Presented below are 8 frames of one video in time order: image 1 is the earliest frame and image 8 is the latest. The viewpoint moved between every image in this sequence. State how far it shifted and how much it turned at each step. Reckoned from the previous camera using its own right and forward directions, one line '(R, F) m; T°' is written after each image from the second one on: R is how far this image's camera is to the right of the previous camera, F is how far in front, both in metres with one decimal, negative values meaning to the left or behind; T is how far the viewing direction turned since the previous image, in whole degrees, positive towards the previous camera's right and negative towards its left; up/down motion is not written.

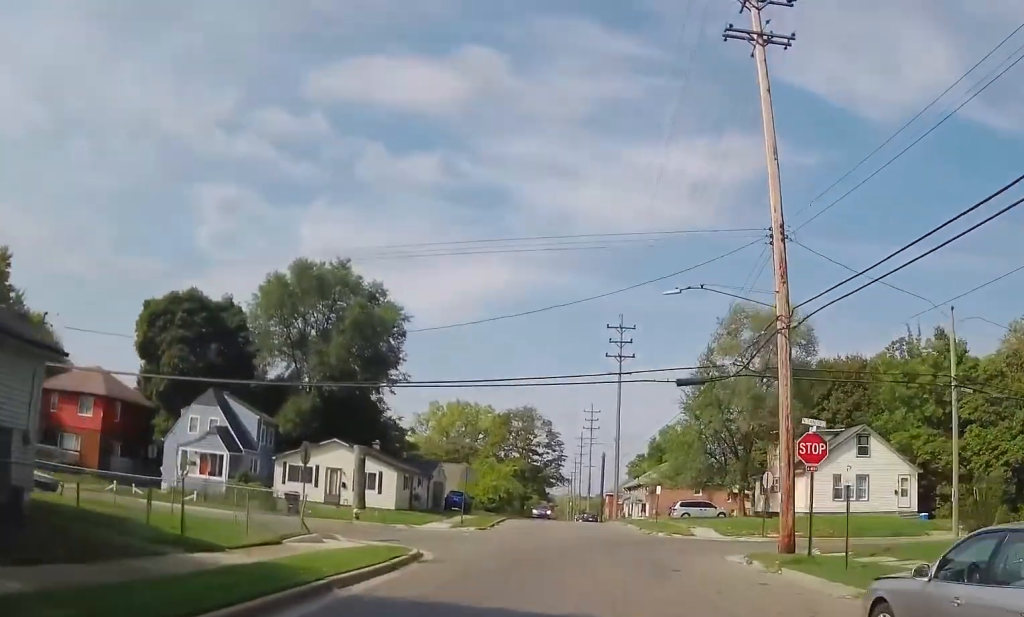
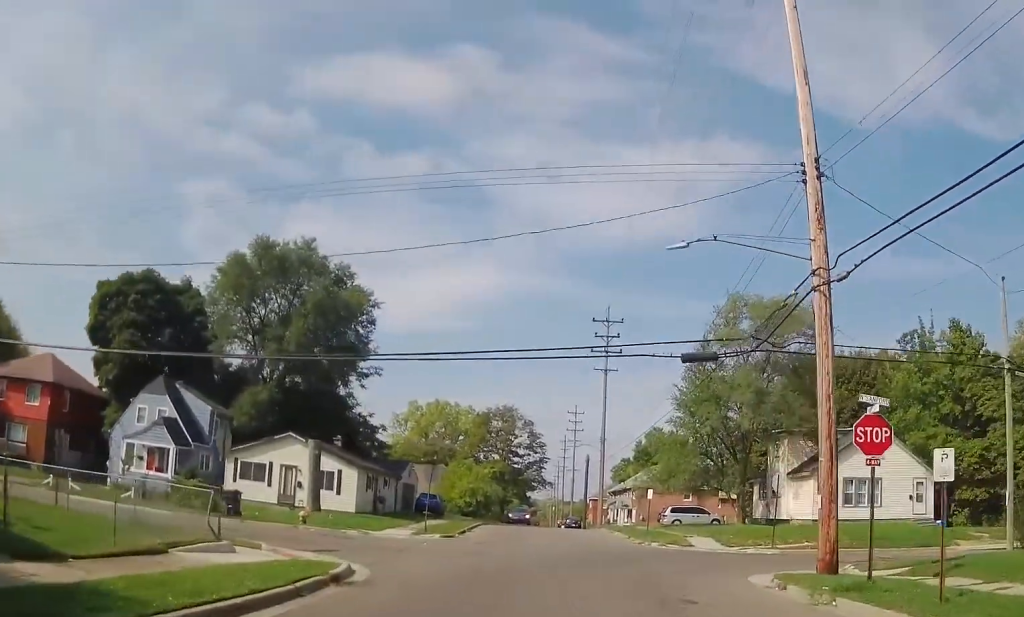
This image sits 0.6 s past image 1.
(0.0, +4.6) m; 0°
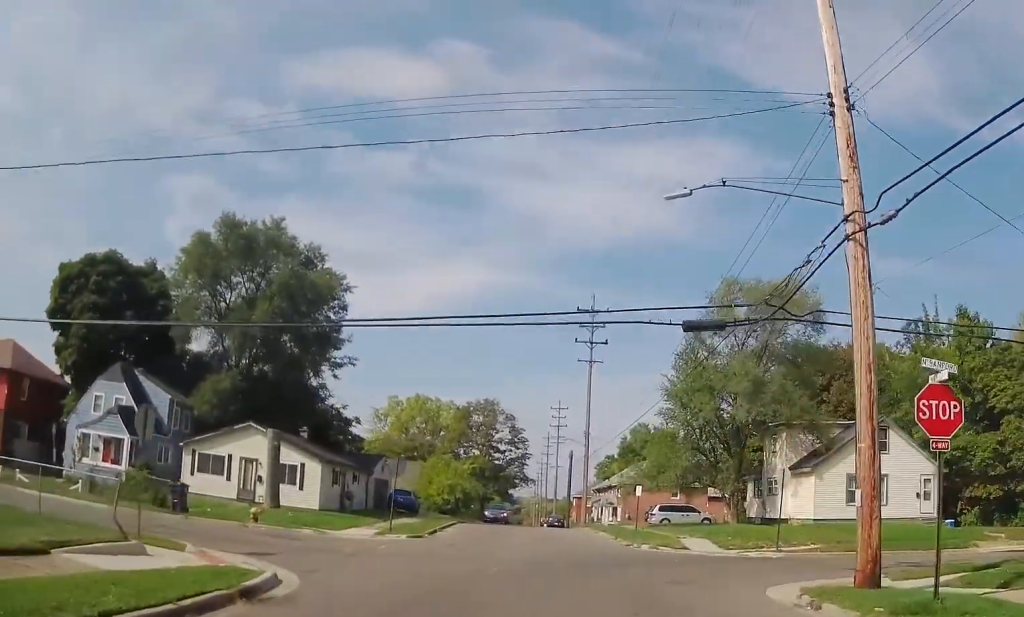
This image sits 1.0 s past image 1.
(0.0, +3.2) m; 0°
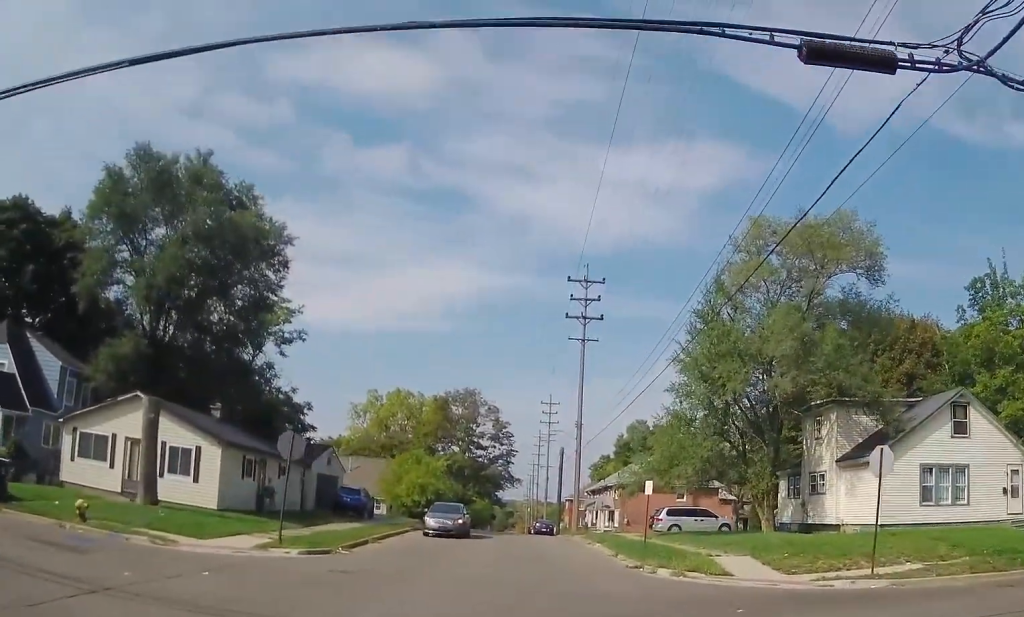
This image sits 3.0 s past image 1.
(0.0, +9.4) m; -1°
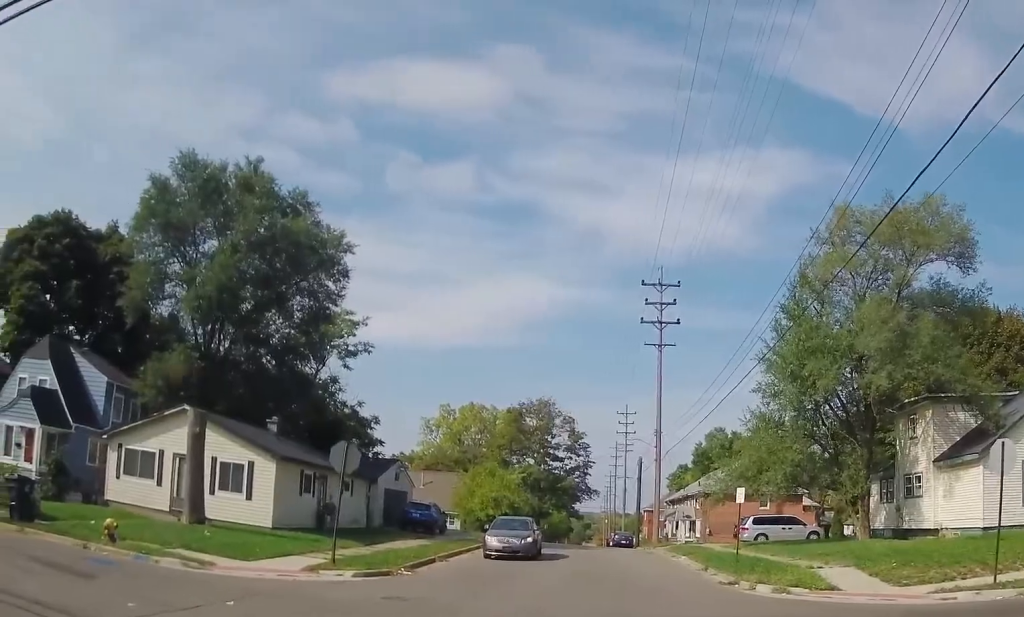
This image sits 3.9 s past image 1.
(-0.1, +2.3) m; -12°
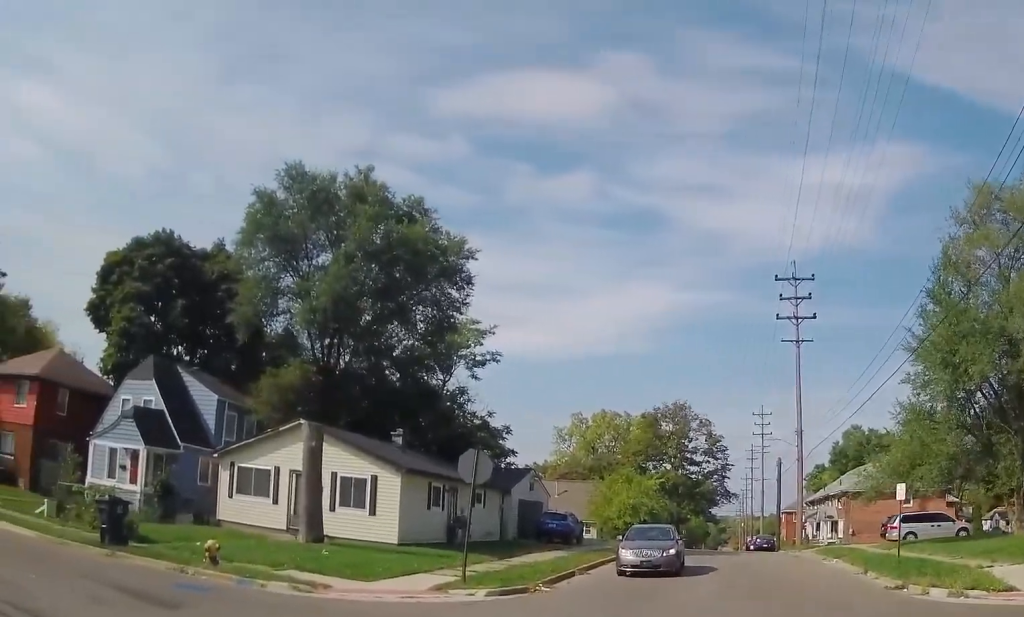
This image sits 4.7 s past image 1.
(-0.3, +1.7) m; -12°
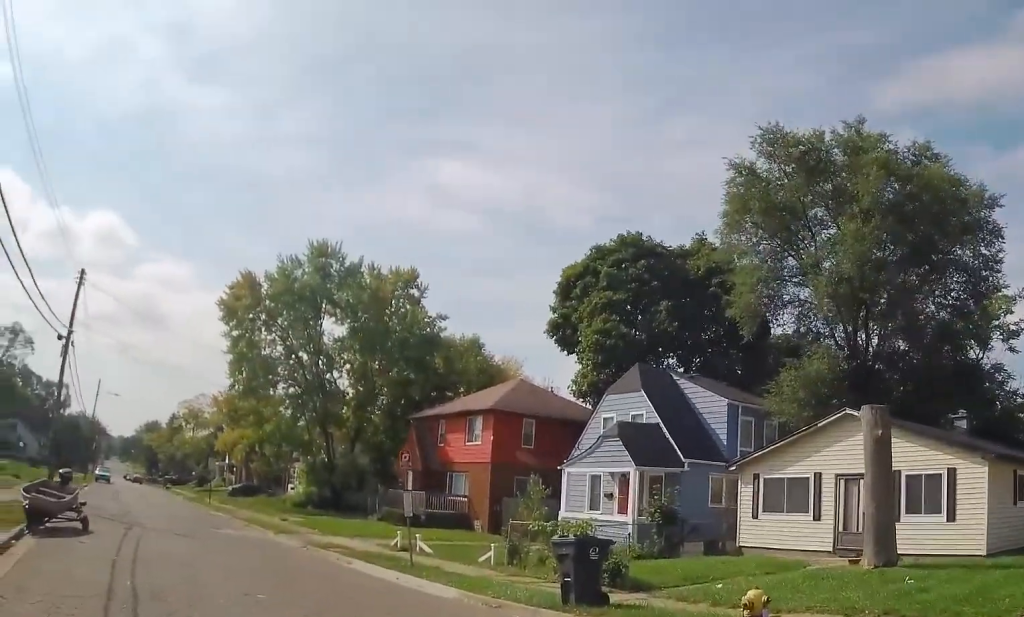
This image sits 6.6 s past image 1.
(-1.6, +5.0) m; -35°
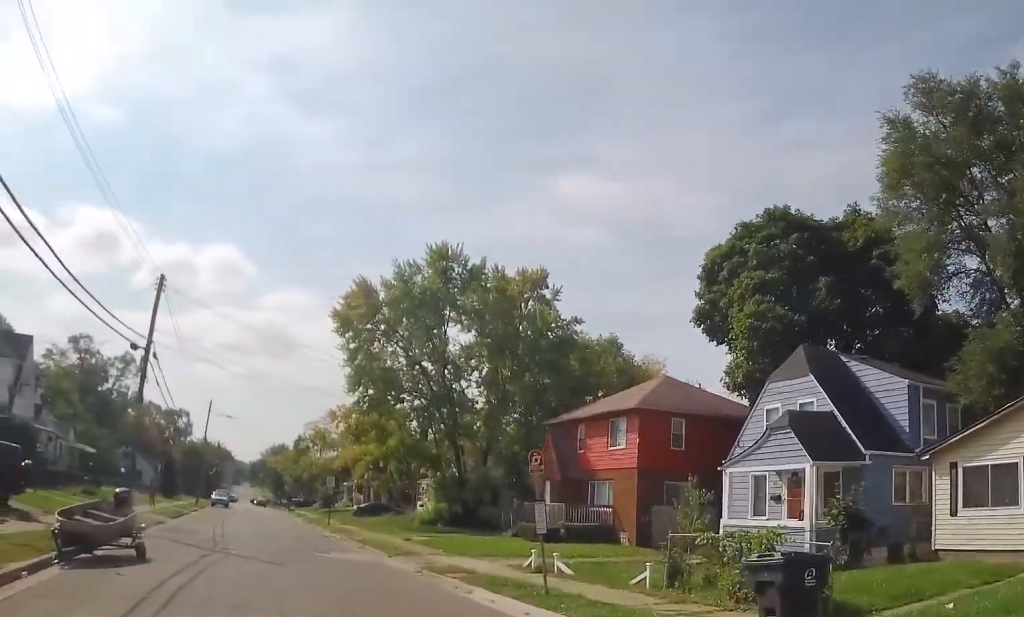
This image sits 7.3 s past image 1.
(-0.4, +3.0) m; -11°
